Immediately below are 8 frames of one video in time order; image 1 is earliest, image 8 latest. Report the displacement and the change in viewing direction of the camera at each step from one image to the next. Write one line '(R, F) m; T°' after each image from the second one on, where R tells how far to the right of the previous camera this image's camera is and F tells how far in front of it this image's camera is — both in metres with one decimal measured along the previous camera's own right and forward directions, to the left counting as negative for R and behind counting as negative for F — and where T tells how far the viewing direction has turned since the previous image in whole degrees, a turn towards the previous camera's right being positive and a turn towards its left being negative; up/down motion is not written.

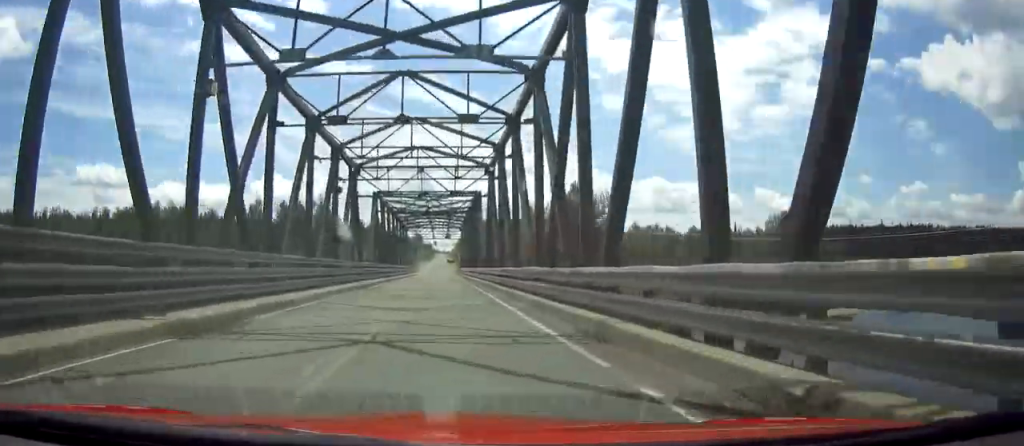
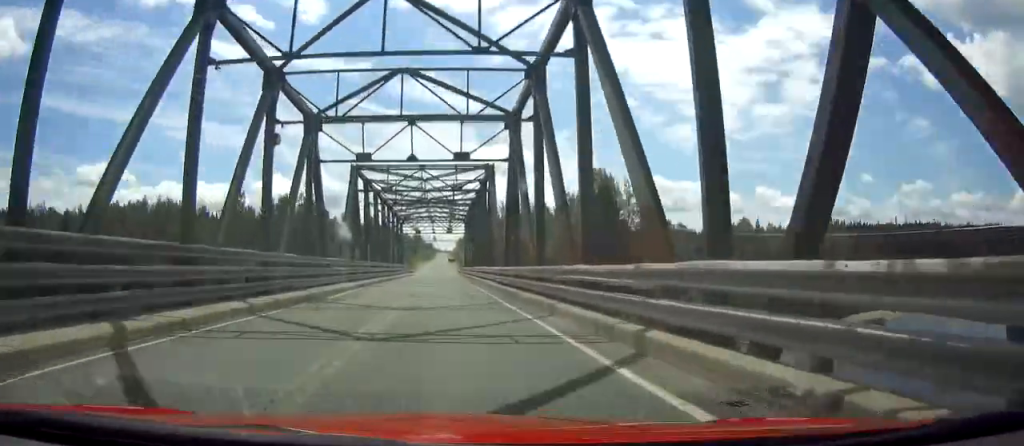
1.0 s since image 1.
(0.0, +15.3) m; 0°
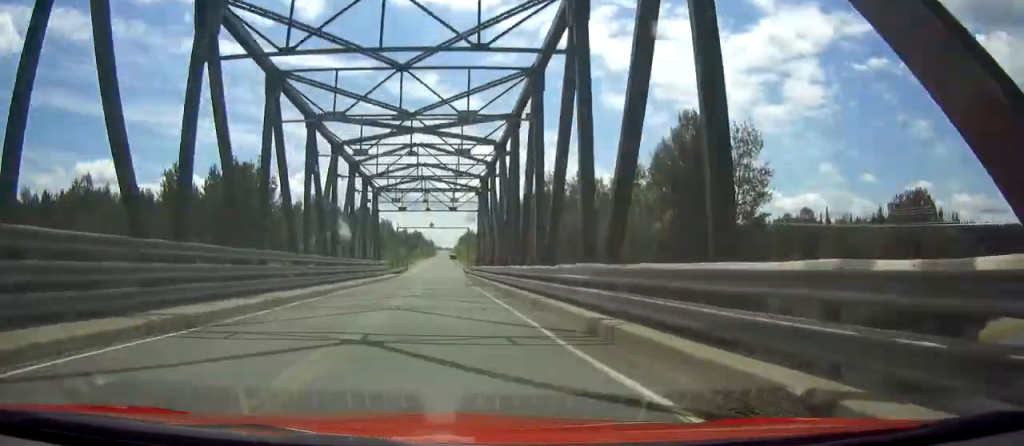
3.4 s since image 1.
(+0.2, +38.0) m; 0°
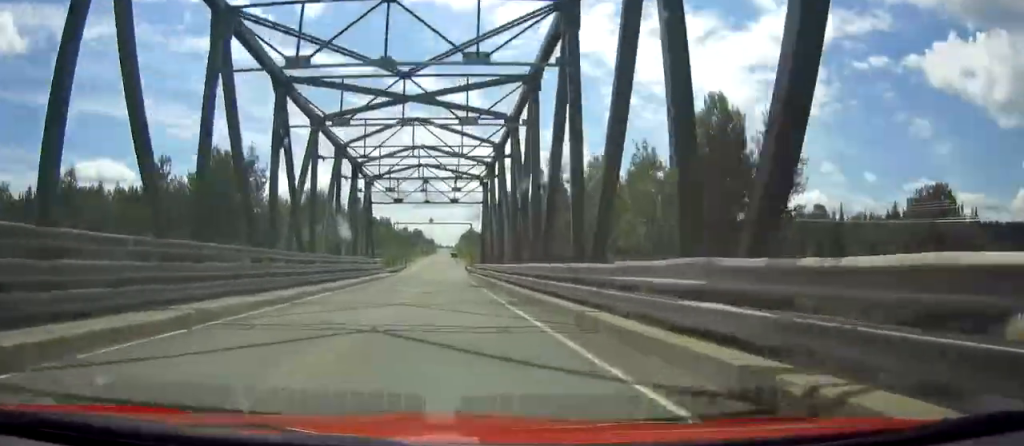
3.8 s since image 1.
(0.0, +6.3) m; 0°
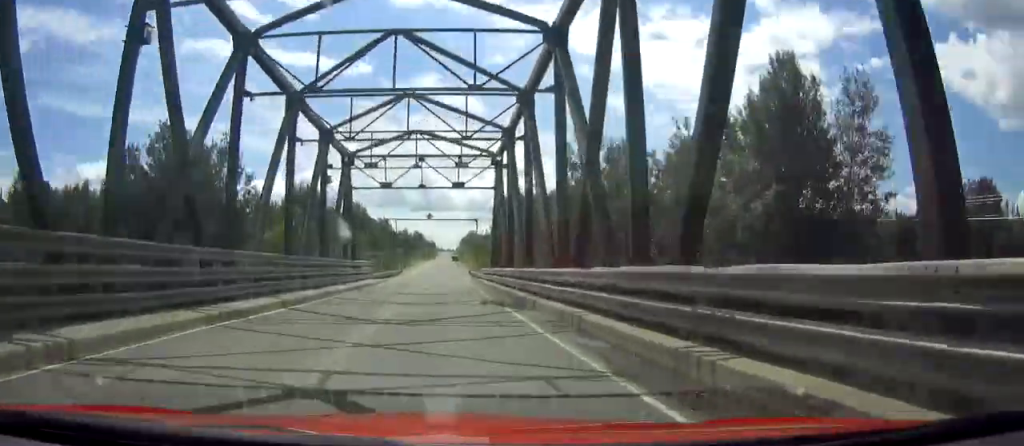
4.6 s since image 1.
(-0.1, +12.6) m; 0°
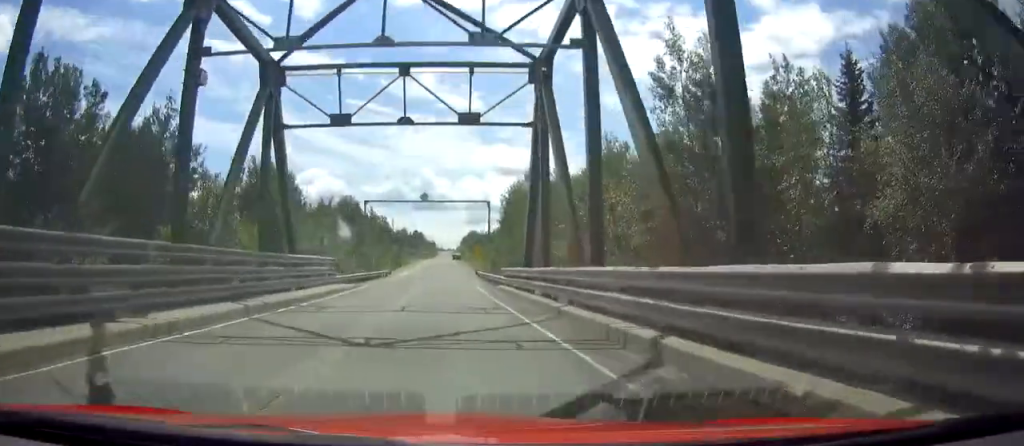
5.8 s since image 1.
(0.0, +19.0) m; 0°
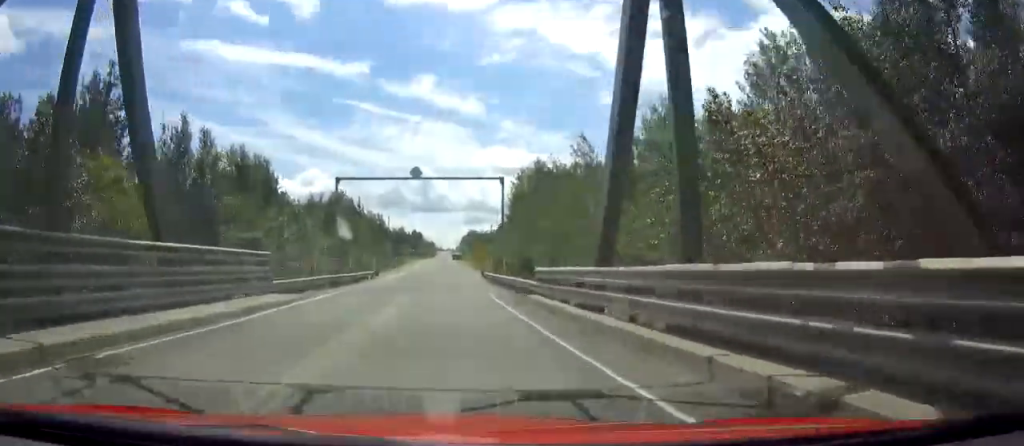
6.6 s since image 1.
(-0.1, +13.3) m; 0°
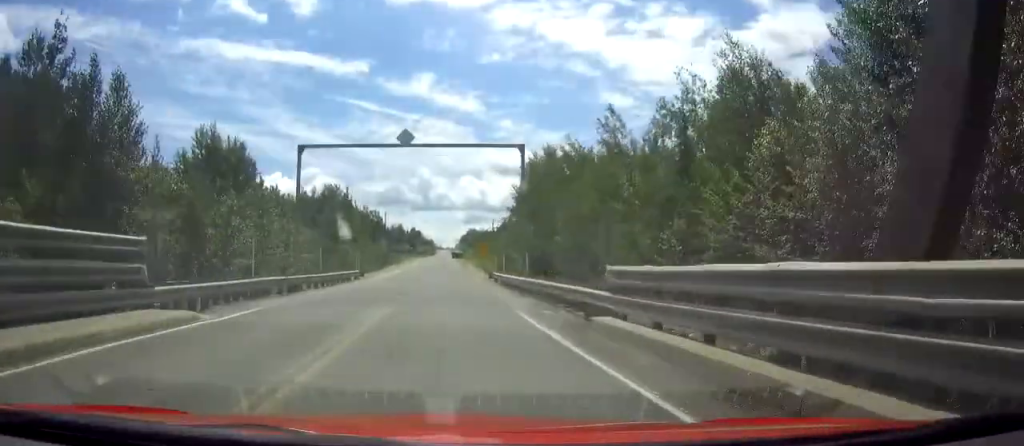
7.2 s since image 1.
(+0.1, +10.2) m; 0°
